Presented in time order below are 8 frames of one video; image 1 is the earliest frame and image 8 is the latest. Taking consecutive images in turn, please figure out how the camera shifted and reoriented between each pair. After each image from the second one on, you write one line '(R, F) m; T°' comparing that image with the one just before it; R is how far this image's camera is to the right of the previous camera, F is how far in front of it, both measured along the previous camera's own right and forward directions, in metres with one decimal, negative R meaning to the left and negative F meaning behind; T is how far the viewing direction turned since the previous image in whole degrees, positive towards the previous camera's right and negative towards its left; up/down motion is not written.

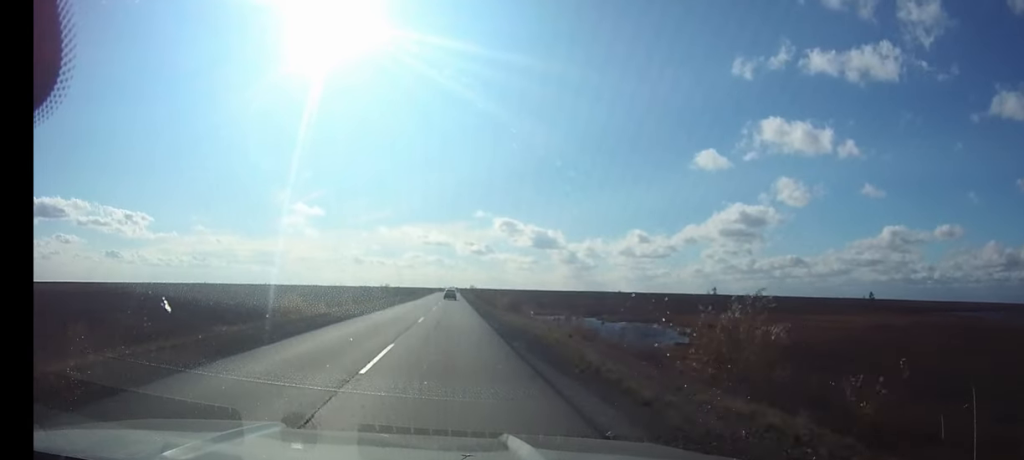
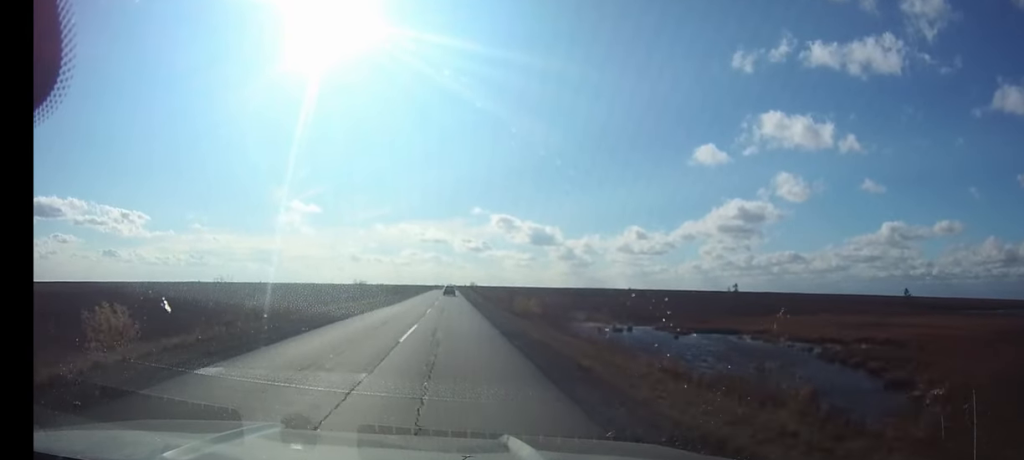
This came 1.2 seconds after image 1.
(+0.1, +25.2) m; 0°
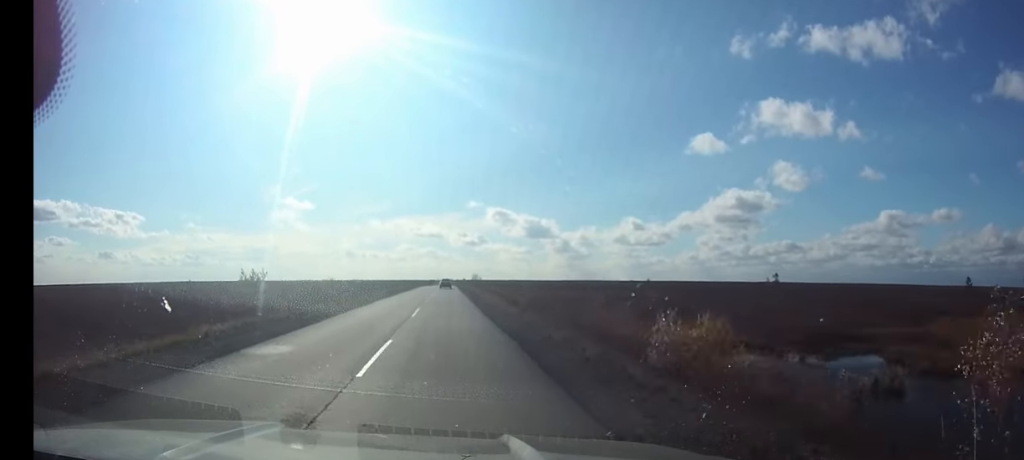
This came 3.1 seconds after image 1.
(0.0, +38.1) m; 0°
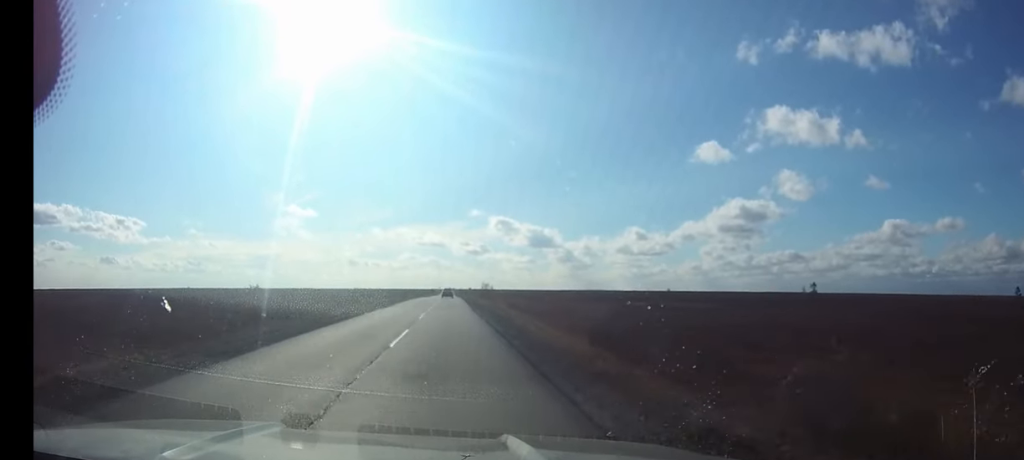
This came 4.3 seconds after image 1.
(-0.1, +24.3) m; 0°
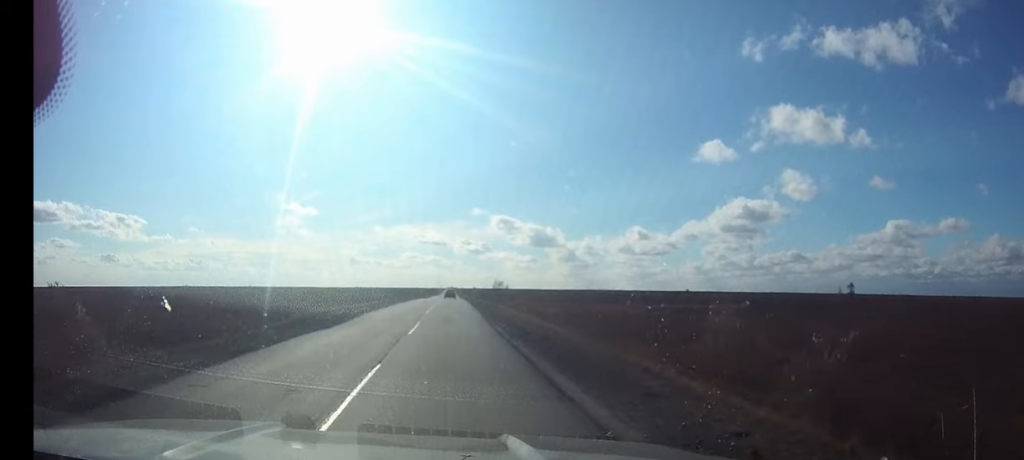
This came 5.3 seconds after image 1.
(0.0, +20.6) m; 0°
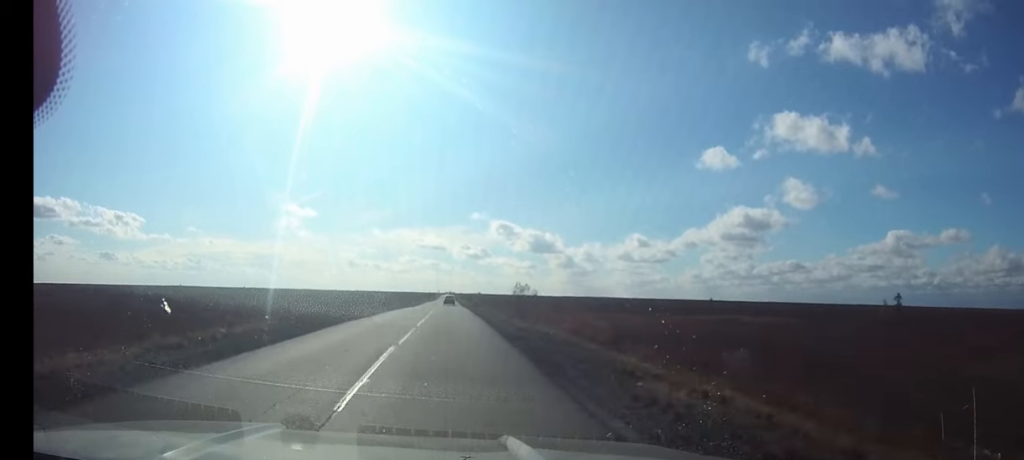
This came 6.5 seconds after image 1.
(0.0, +24.7) m; 0°
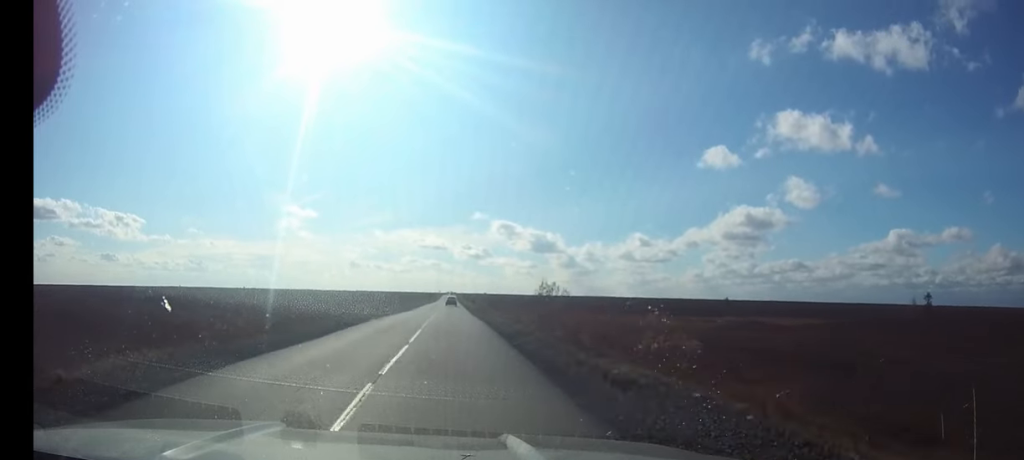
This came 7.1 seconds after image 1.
(0.0, +12.7) m; 0°
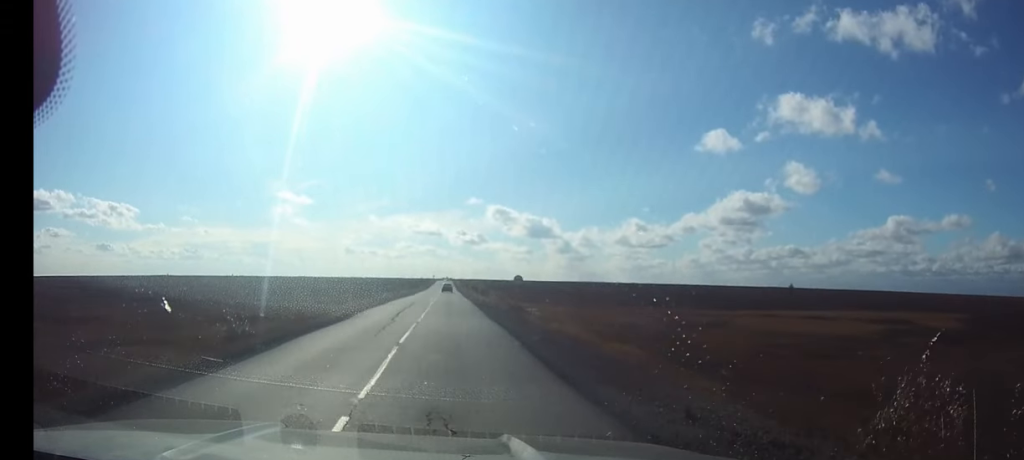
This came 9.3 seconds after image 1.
(+0.1, +46.7) m; 0°
